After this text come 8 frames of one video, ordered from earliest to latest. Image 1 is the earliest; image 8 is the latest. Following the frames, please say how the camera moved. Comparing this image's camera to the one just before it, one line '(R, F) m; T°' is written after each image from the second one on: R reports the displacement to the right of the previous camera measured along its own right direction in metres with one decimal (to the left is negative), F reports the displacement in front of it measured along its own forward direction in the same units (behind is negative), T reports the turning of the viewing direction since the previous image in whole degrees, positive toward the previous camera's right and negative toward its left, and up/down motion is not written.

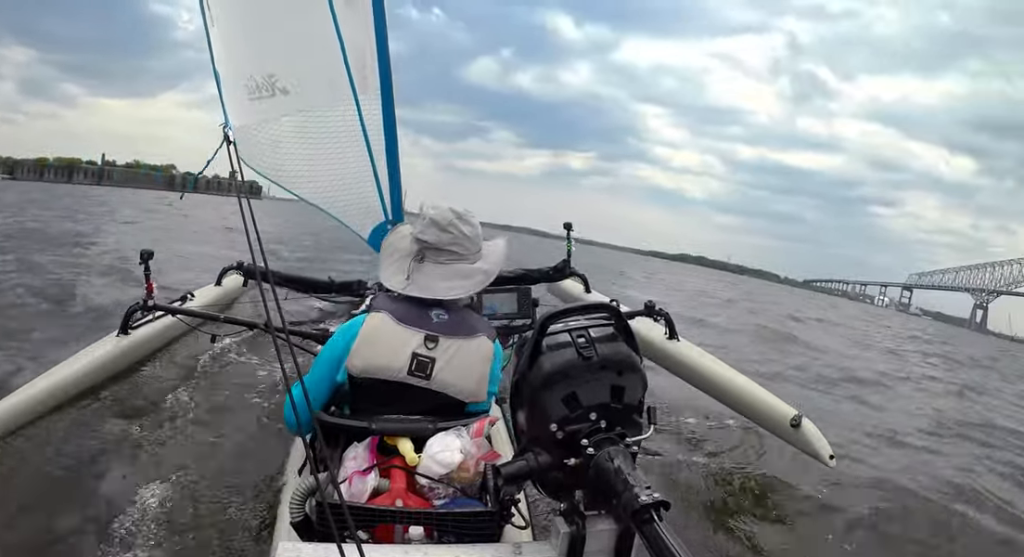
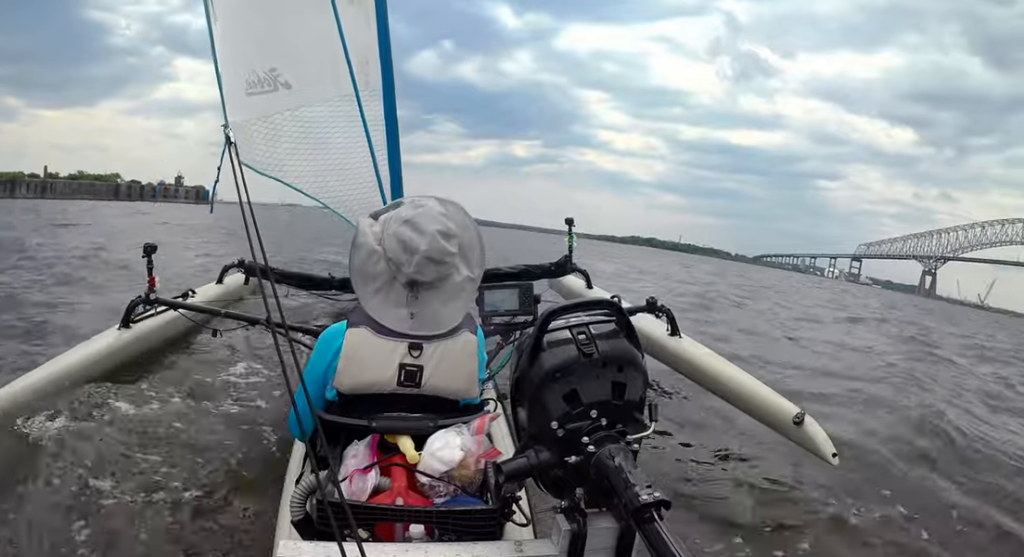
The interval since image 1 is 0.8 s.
(0.0, +5.8) m; 0°
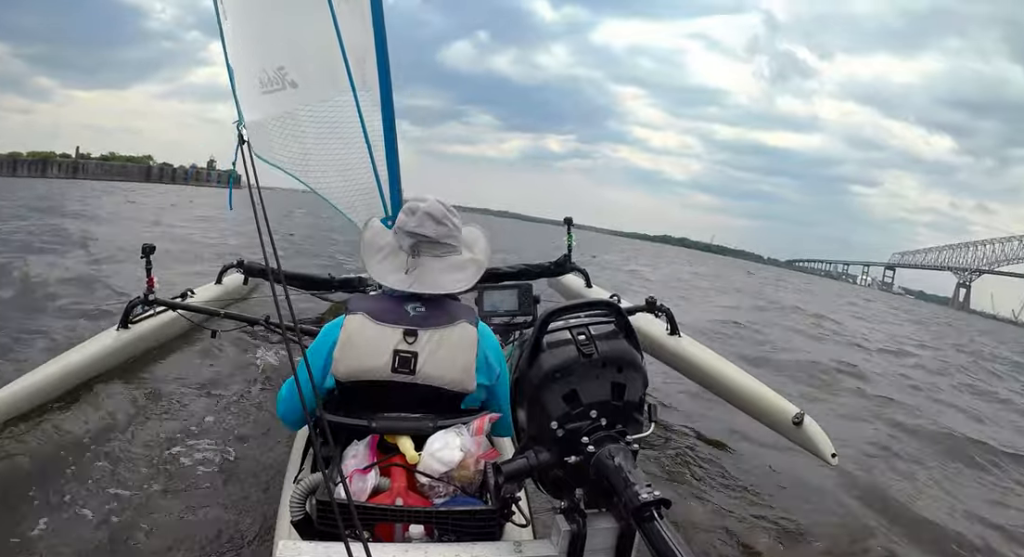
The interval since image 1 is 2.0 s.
(0.0, +12.0) m; 0°
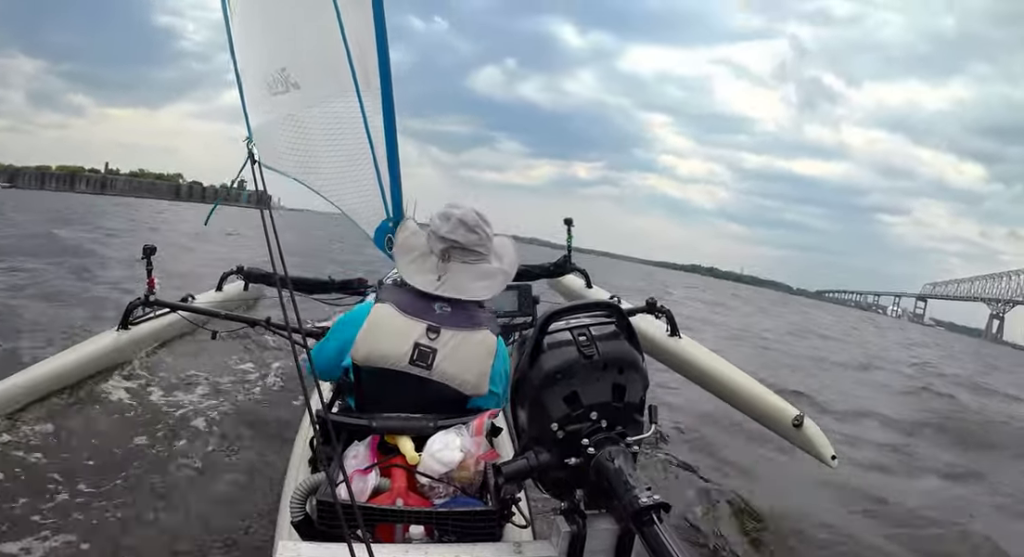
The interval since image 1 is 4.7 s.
(0.0, +44.6) m; 0°
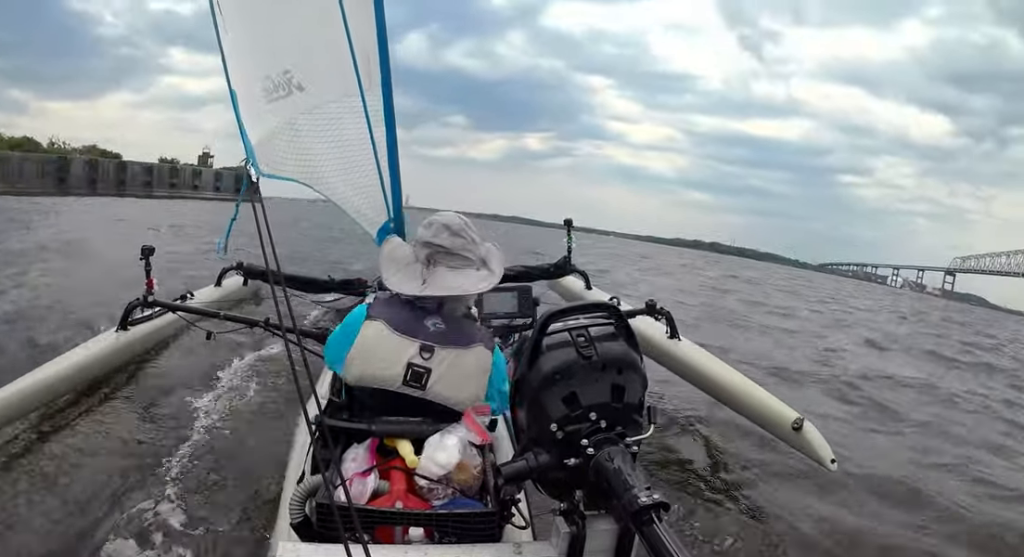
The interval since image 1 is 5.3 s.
(0.0, +11.3) m; 0°
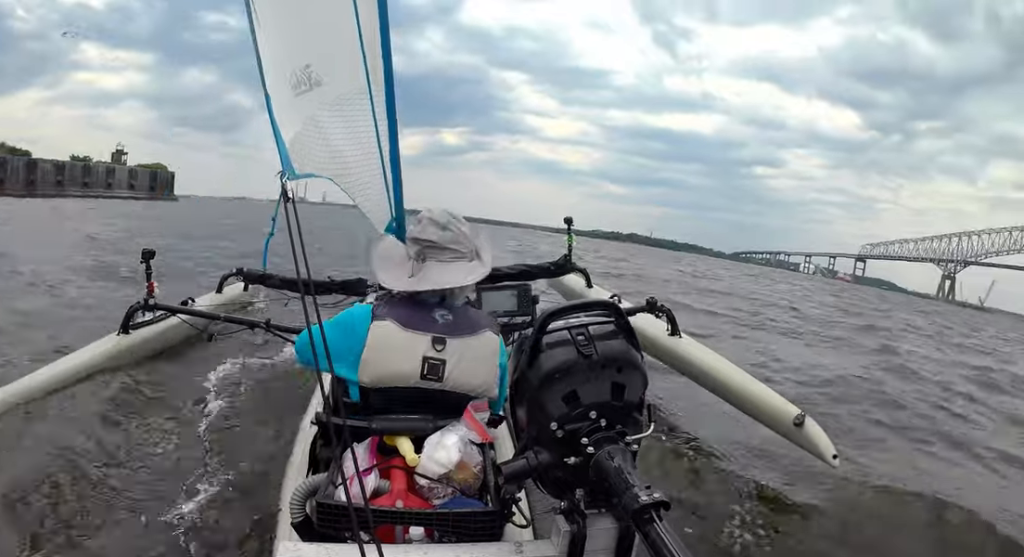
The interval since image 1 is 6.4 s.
(0.0, +13.5) m; 0°
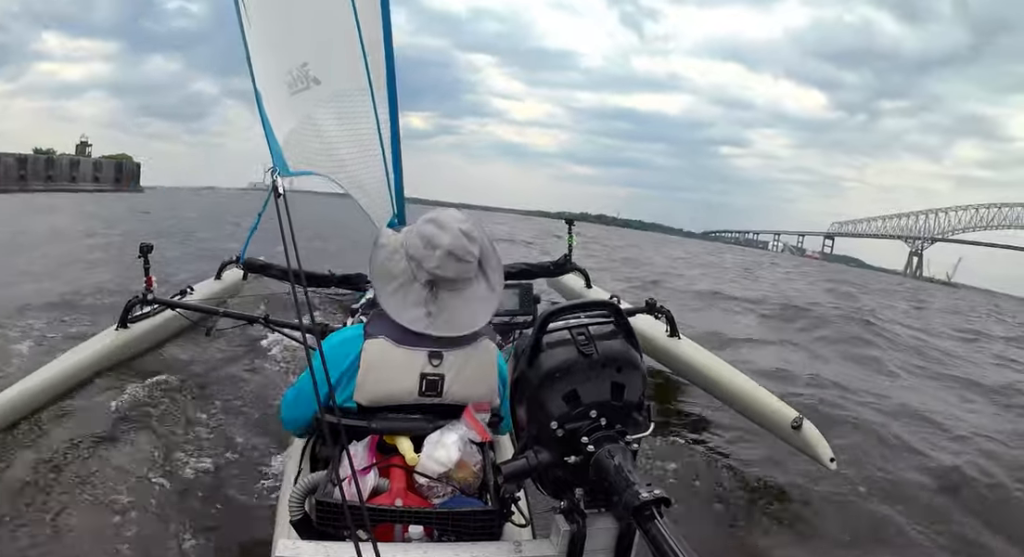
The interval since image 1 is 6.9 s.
(0.0, +4.4) m; 0°
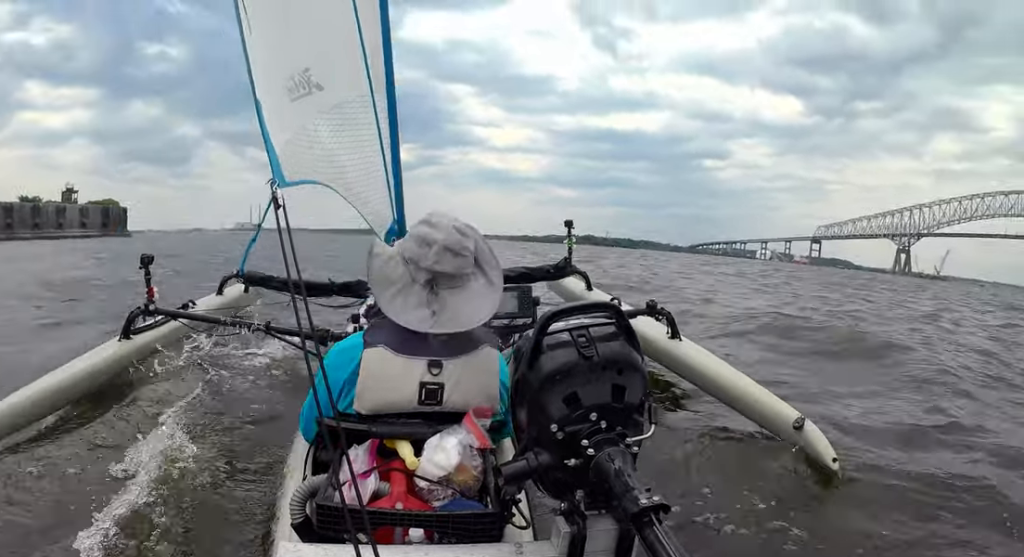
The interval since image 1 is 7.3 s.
(0.0, +2.7) m; 0°
